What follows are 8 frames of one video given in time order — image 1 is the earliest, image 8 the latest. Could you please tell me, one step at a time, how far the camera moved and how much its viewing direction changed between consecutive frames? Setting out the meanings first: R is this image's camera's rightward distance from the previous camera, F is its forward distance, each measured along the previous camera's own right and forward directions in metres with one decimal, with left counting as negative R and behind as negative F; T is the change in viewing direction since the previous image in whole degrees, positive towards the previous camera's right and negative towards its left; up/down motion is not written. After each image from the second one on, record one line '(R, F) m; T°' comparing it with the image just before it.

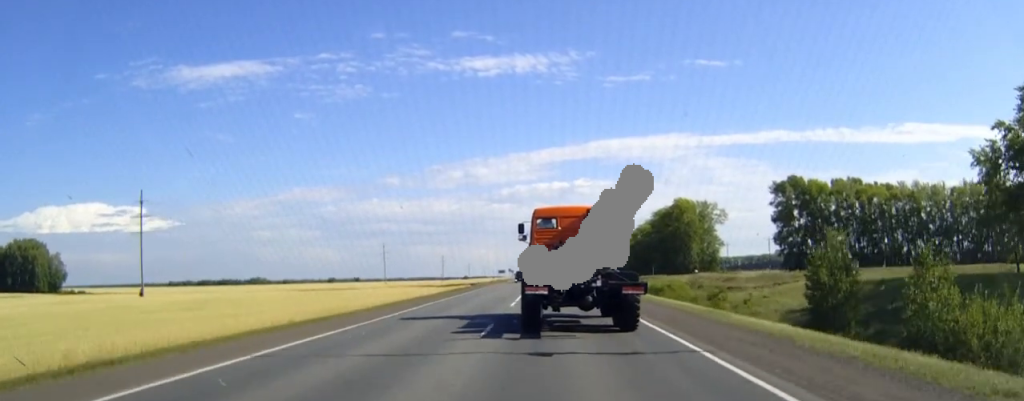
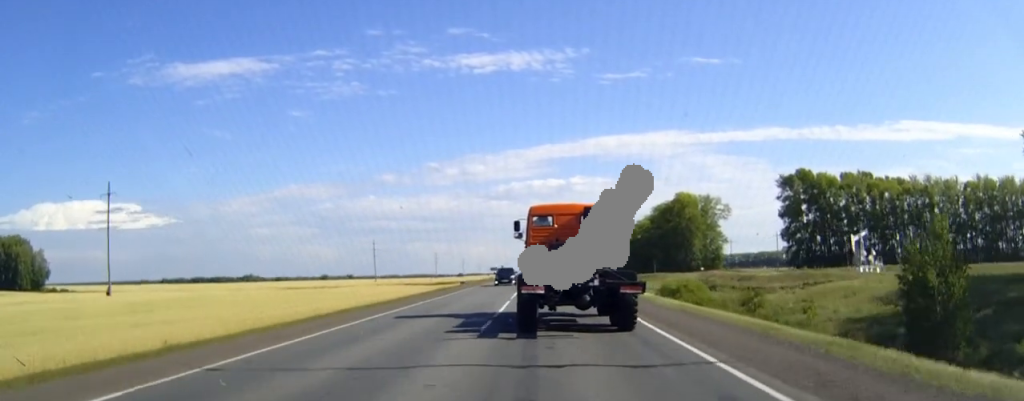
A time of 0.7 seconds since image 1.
(0.0, +11.3) m; 0°
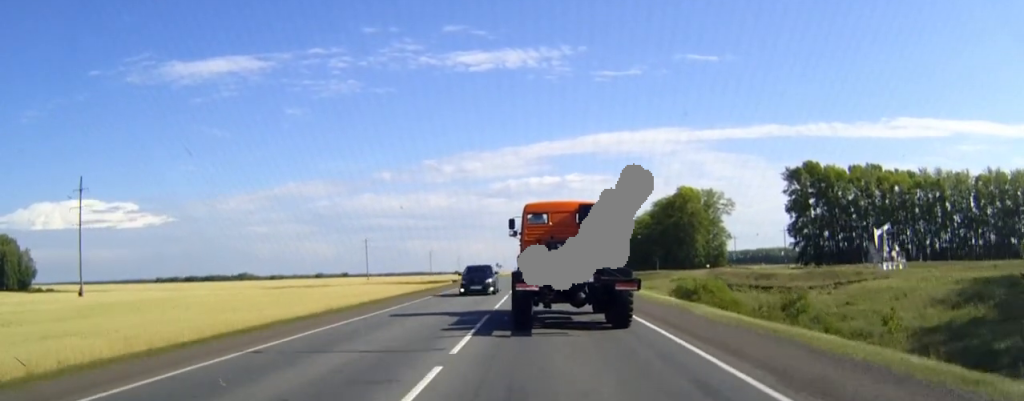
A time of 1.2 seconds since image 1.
(0.0, +9.0) m; 0°
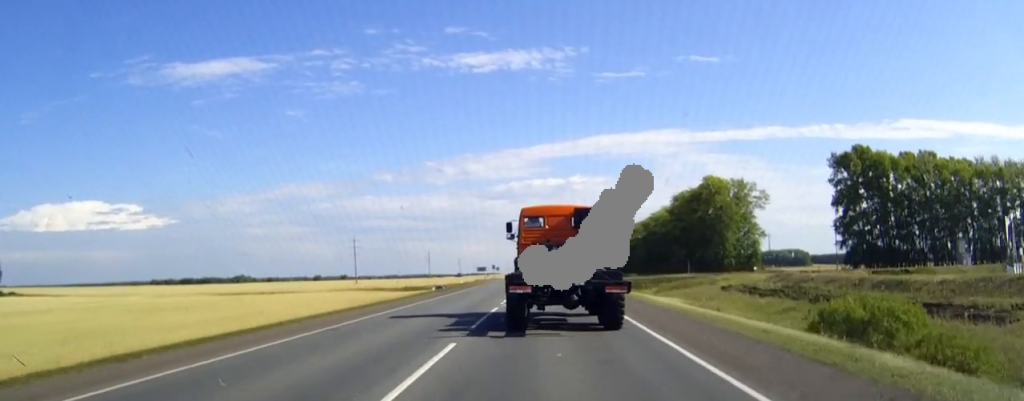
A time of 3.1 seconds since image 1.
(+0.1, +31.2) m; 0°
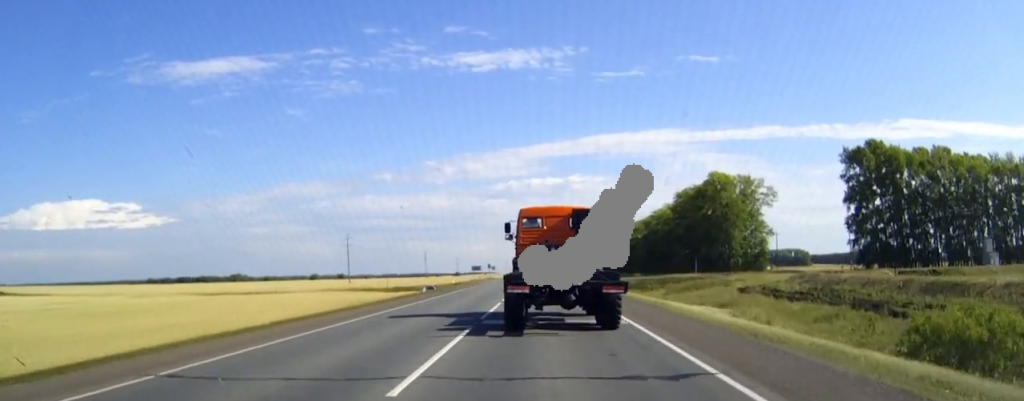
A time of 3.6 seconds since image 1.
(0.0, +8.3) m; 0°
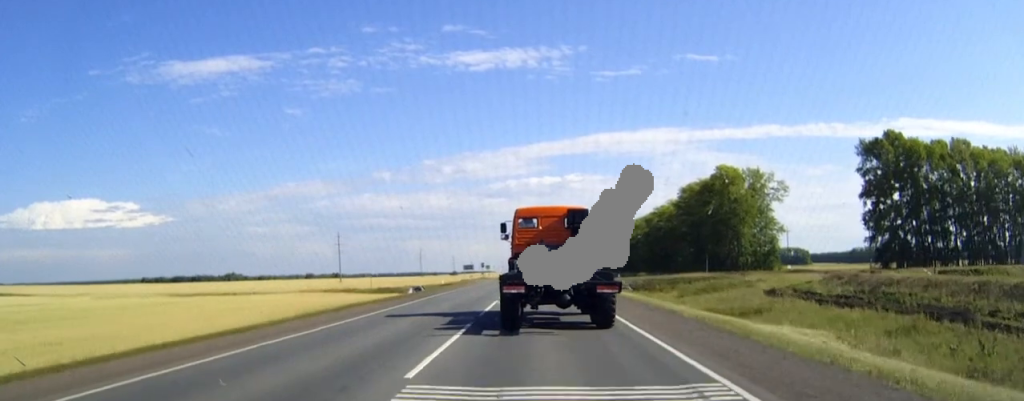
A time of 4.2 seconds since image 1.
(0.0, +10.6) m; 0°
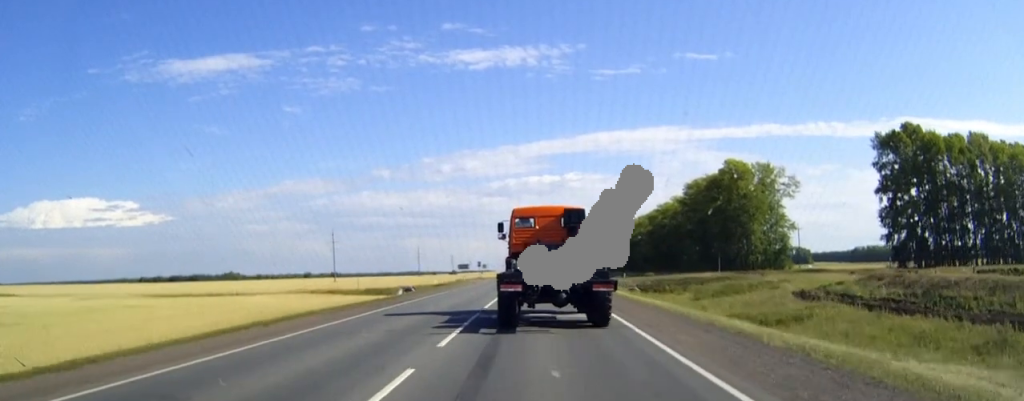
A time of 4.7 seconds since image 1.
(0.0, +8.3) m; 0°
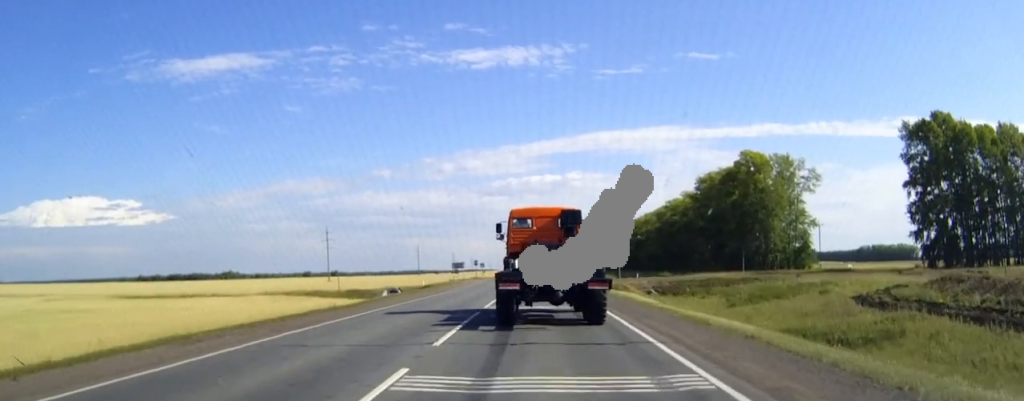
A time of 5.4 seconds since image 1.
(0.0, +12.1) m; 0°
